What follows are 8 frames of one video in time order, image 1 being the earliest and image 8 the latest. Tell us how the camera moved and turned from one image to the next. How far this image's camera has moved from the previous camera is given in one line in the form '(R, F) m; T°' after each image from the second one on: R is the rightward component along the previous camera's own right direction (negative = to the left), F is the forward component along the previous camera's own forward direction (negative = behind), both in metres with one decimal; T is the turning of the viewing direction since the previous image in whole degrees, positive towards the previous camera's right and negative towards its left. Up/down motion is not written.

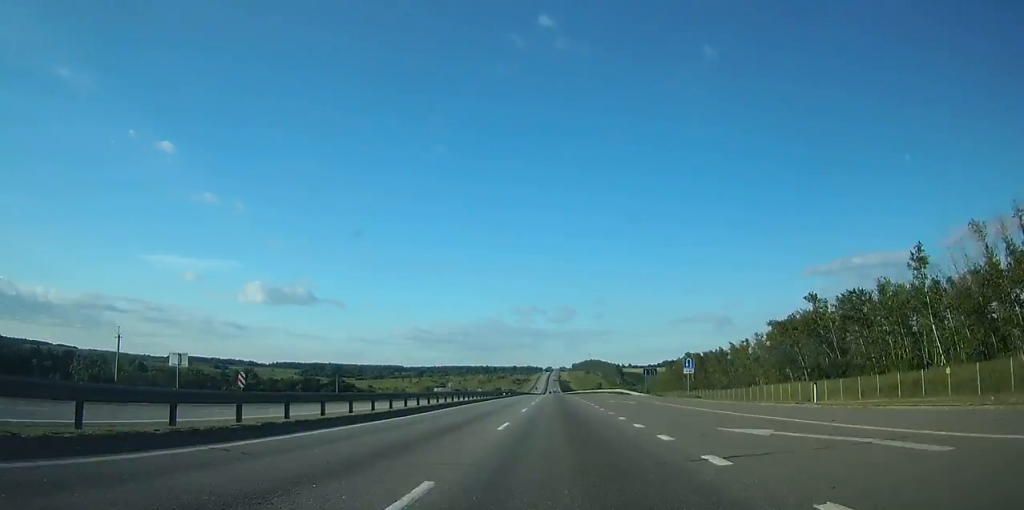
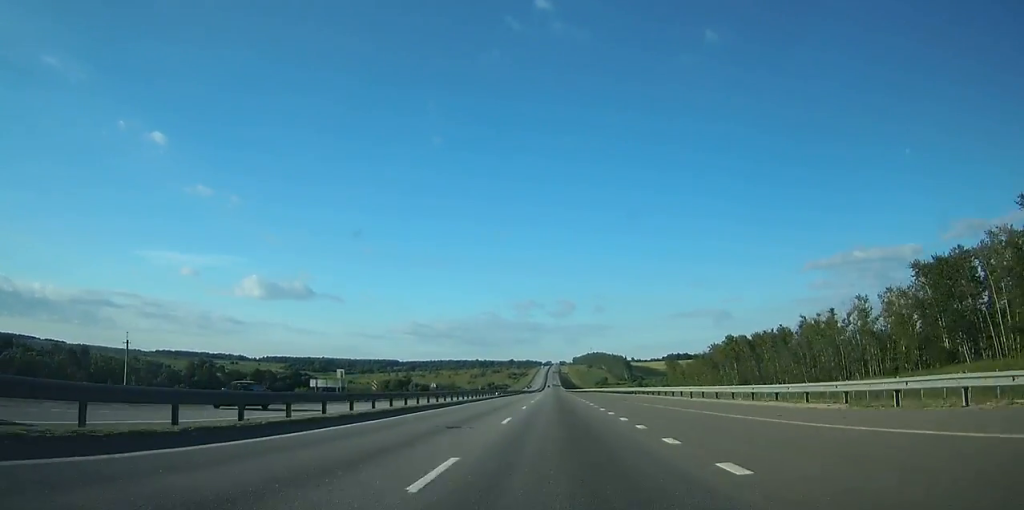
(+0.1, +67.0) m; 0°
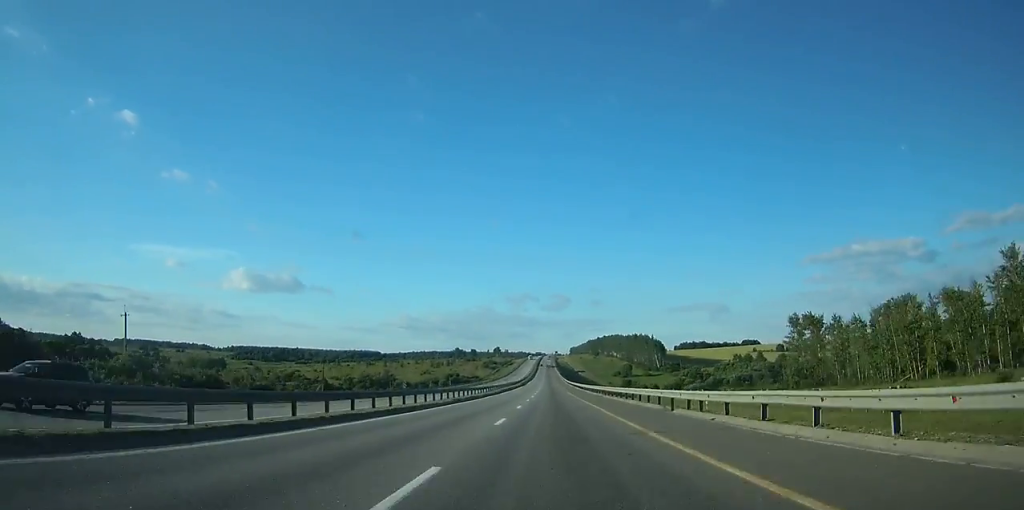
(+0.3, +197.5) m; 0°
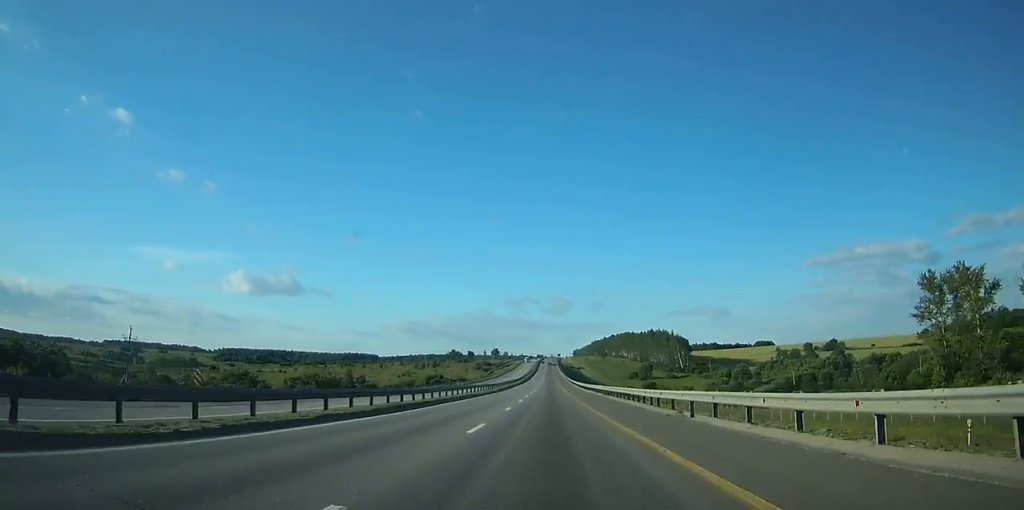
(+0.1, +64.3) m; 0°
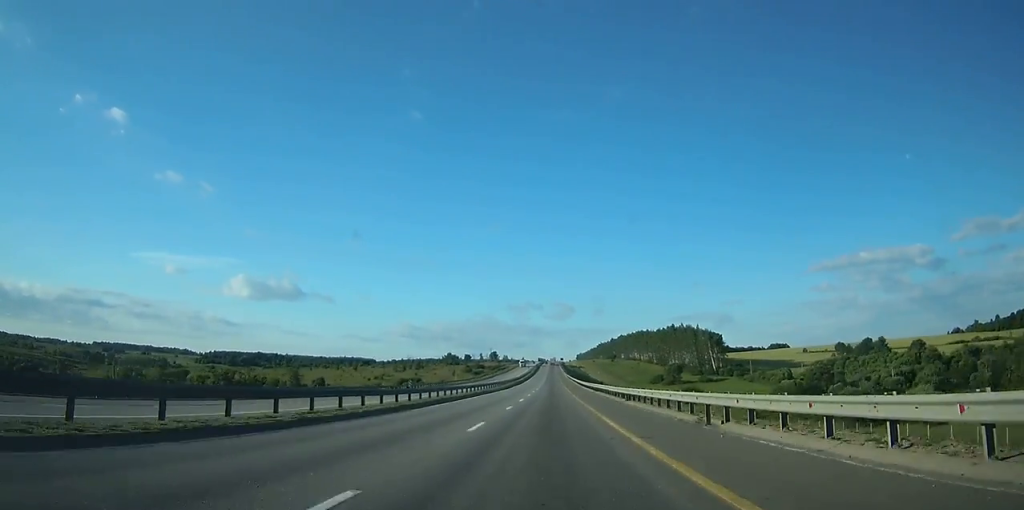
(-0.1, +63.3) m; 0°
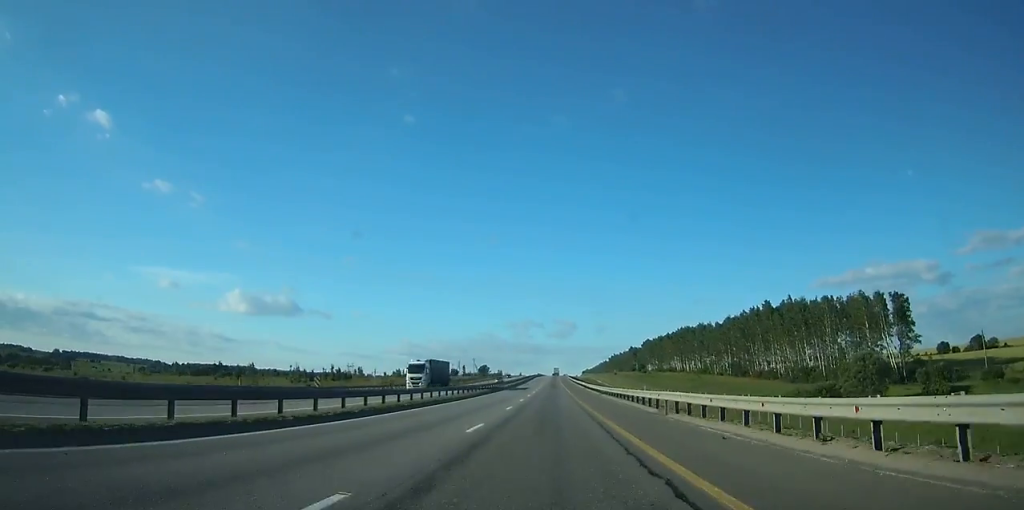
(-0.1, +146.0) m; 0°
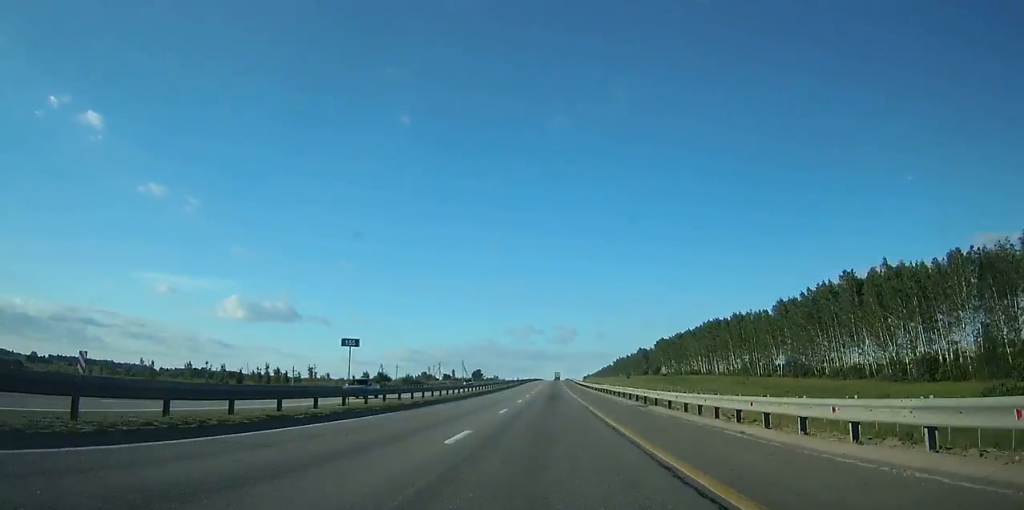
(+0.1, +51.4) m; 0°
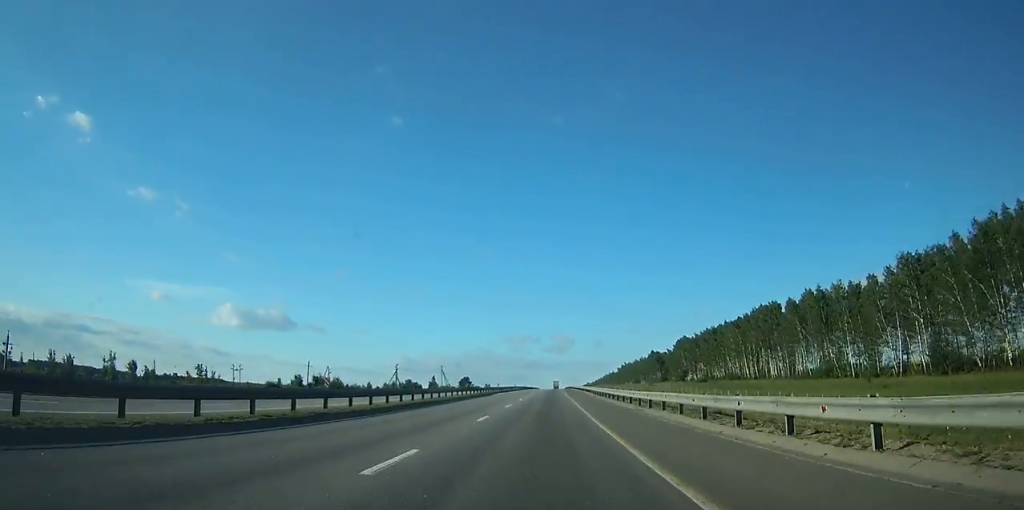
(+0.1, +62.3) m; 0°
